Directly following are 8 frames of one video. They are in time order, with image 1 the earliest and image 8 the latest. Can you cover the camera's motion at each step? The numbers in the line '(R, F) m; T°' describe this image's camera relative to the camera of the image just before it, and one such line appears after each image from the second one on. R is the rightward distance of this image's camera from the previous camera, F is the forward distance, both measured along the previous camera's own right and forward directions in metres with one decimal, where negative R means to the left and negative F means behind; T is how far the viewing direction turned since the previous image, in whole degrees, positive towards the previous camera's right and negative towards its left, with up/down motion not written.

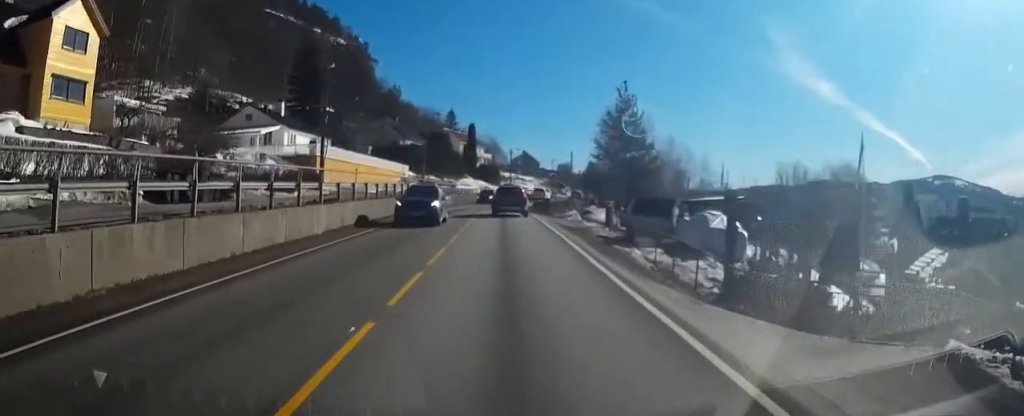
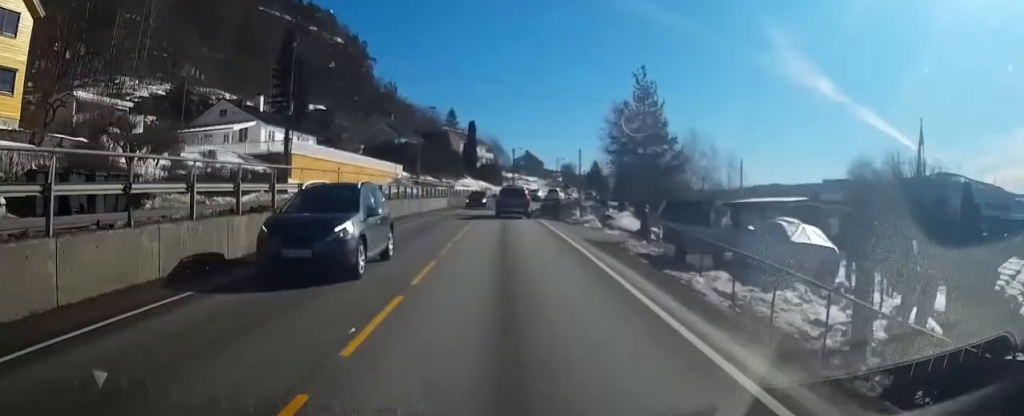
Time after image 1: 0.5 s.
(-0.2, +6.1) m; 0°
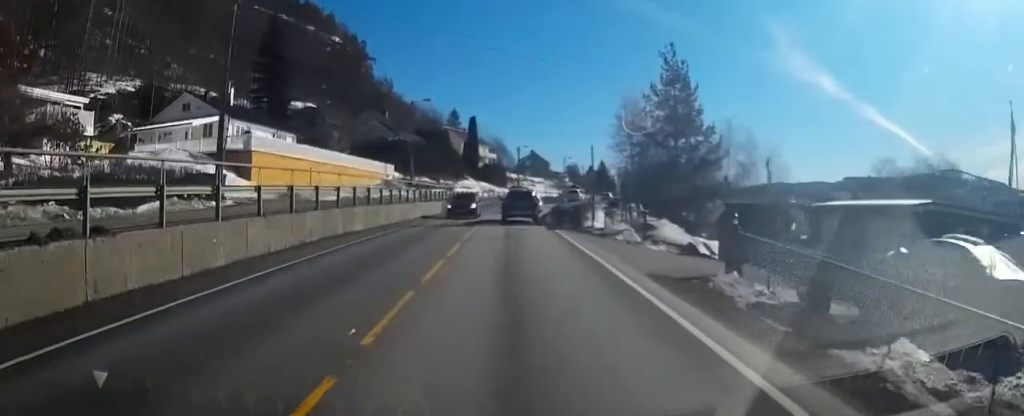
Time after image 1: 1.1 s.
(-0.1, +7.3) m; 0°
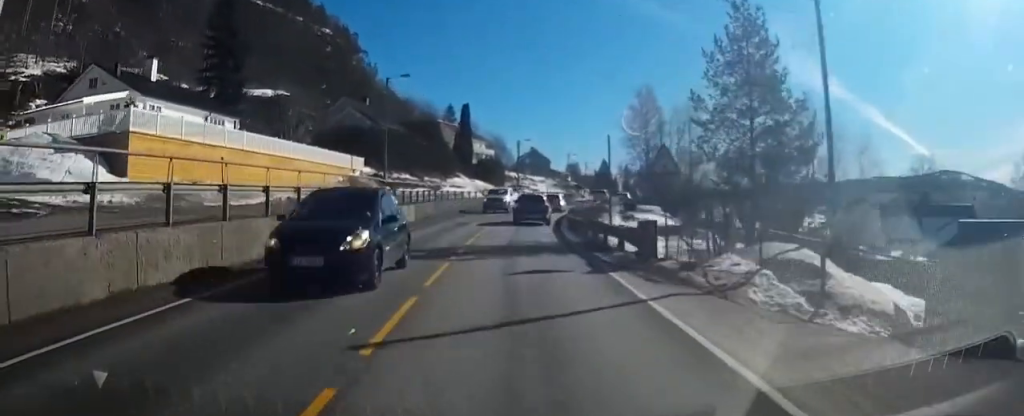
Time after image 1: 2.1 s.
(+0.3, +11.9) m; +2°
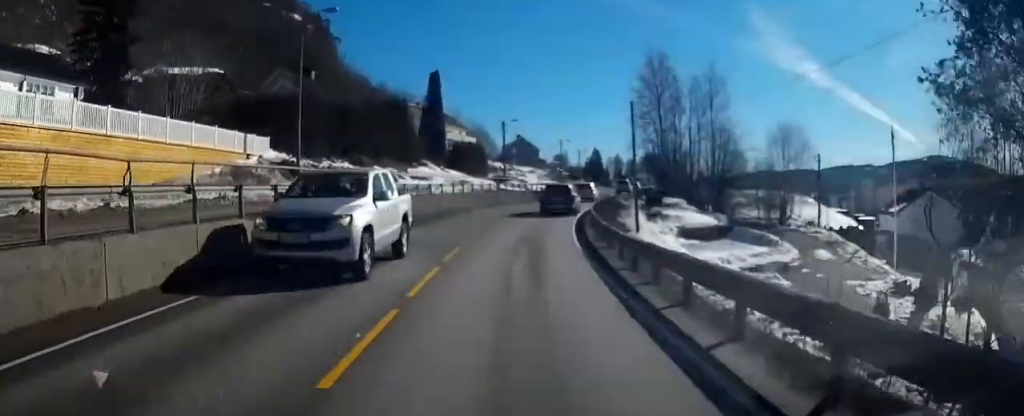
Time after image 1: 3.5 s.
(-0.2, +16.4) m; -1°
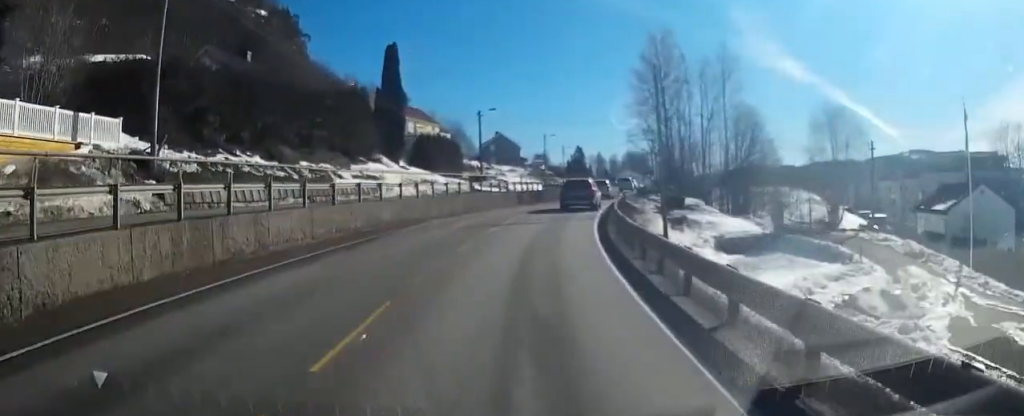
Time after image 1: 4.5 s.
(+0.1, +11.6) m; +2°
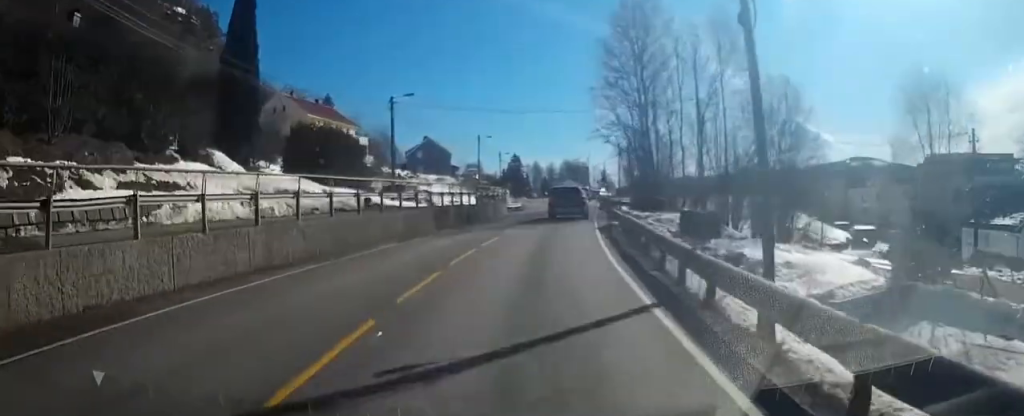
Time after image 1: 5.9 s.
(+0.6, +17.3) m; +6°
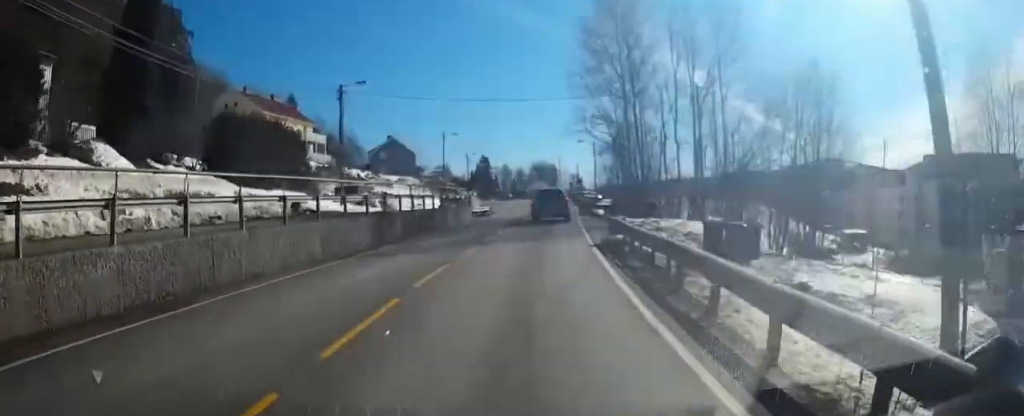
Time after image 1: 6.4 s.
(+0.3, +6.6) m; +3°
